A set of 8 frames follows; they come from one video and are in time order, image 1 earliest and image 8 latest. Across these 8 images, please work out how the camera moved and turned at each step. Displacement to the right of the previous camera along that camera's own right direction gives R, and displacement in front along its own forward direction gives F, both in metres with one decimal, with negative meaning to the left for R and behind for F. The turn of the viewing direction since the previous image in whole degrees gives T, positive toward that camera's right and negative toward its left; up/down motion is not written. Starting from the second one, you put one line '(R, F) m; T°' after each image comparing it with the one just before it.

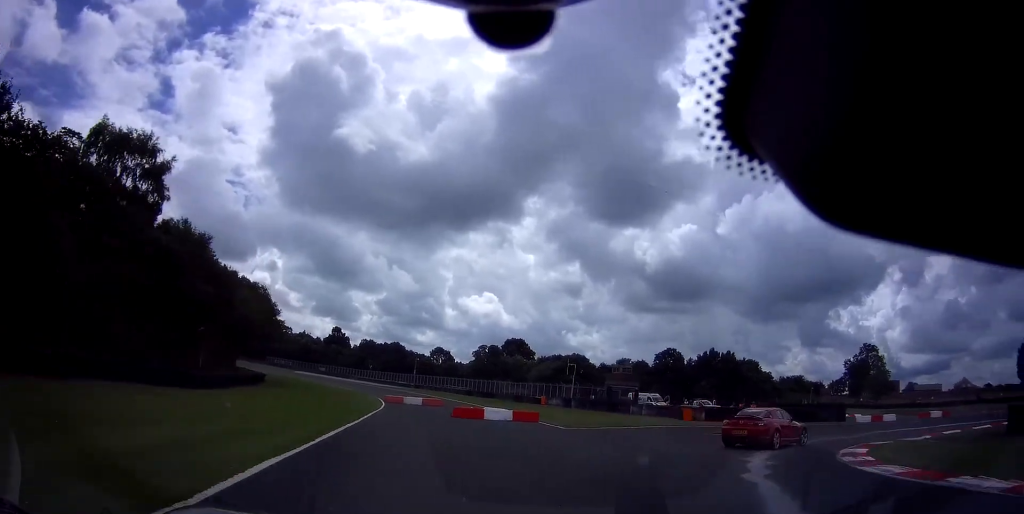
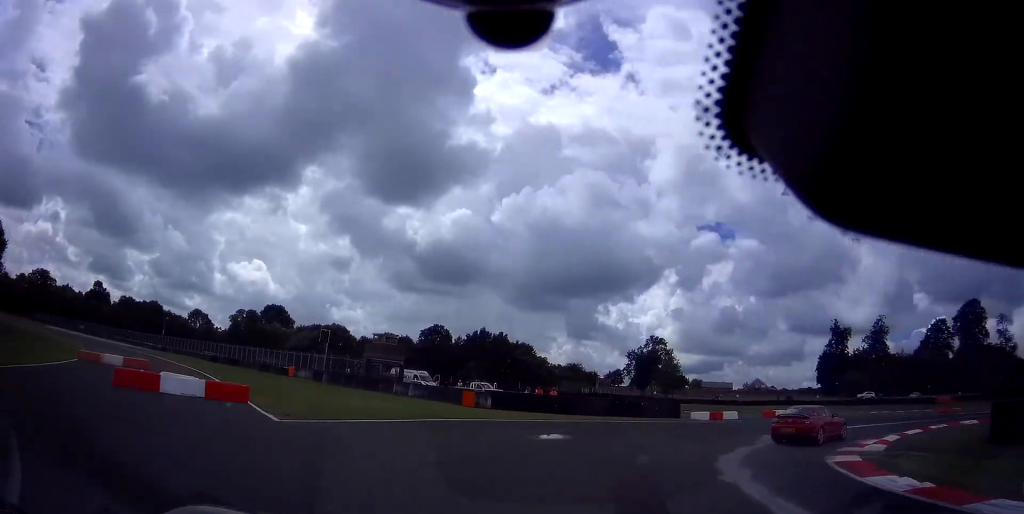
(+1.8, +10.2) m; +25°
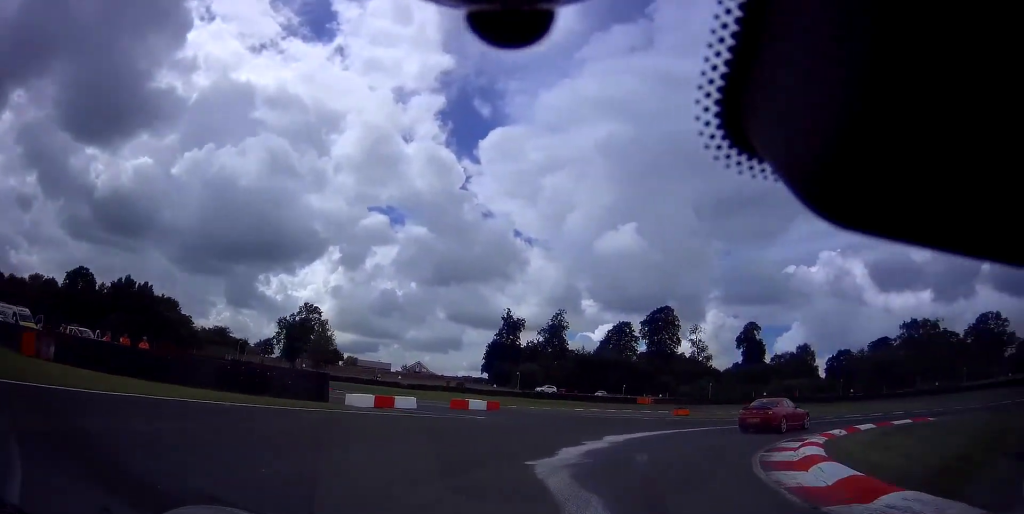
(+3.6, +11.6) m; +38°
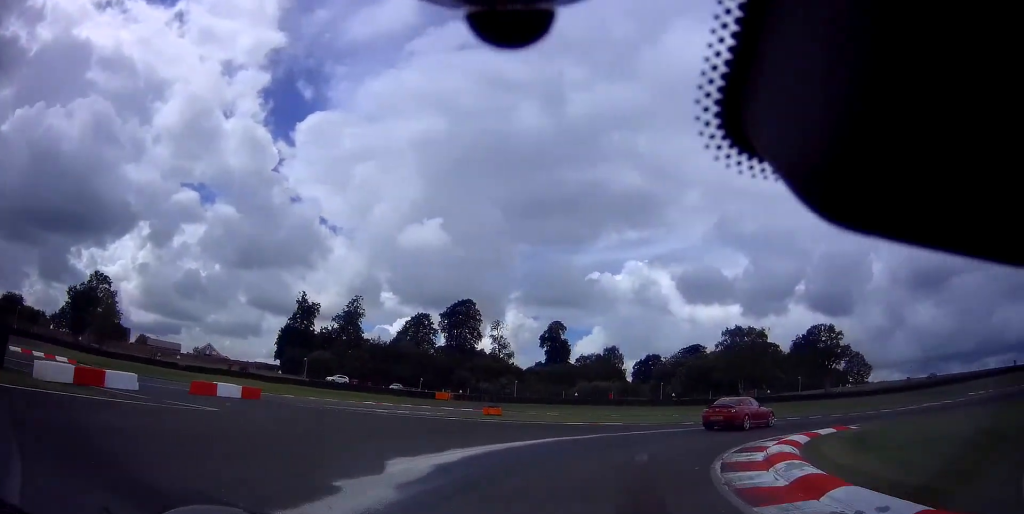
(+2.1, +6.9) m; +20°
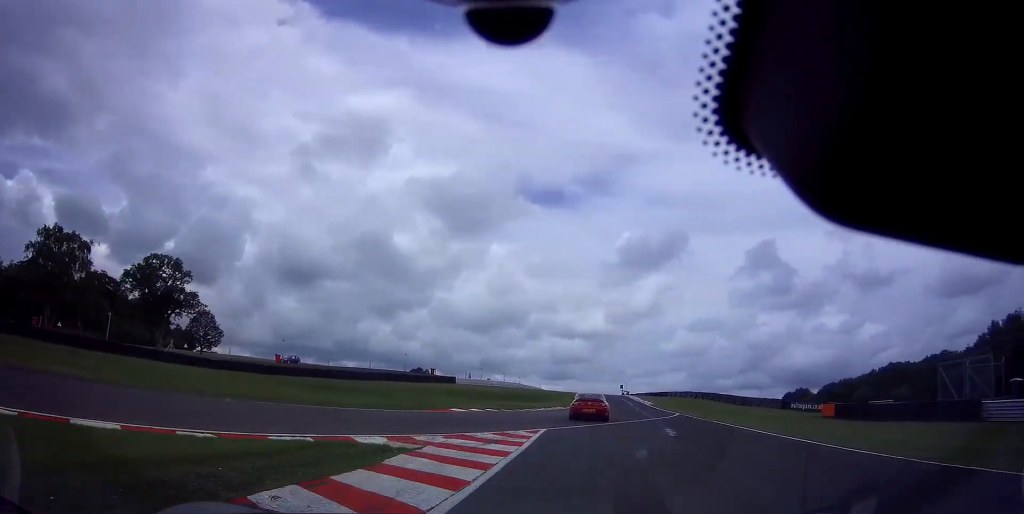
(+20.2, +26.5) m; +63°
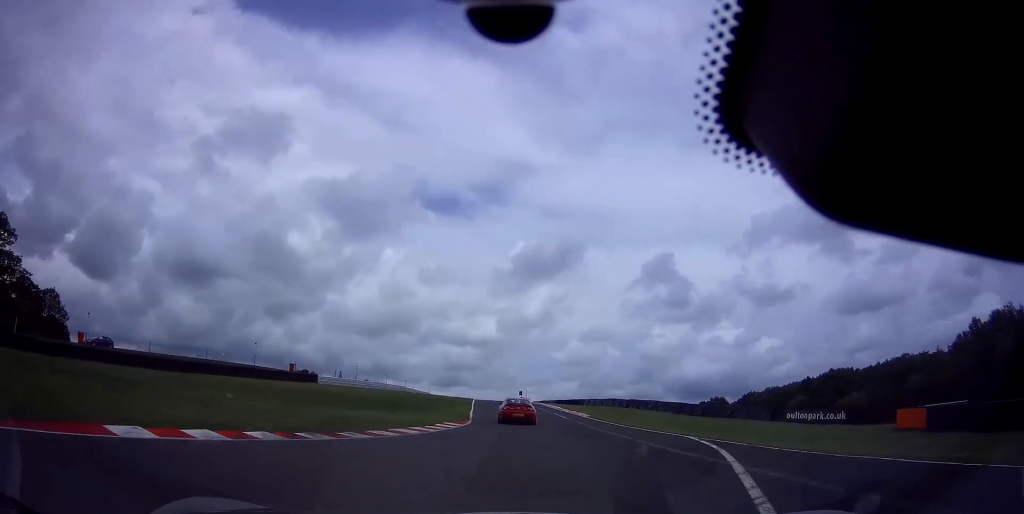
(+2.8, +18.8) m; +11°
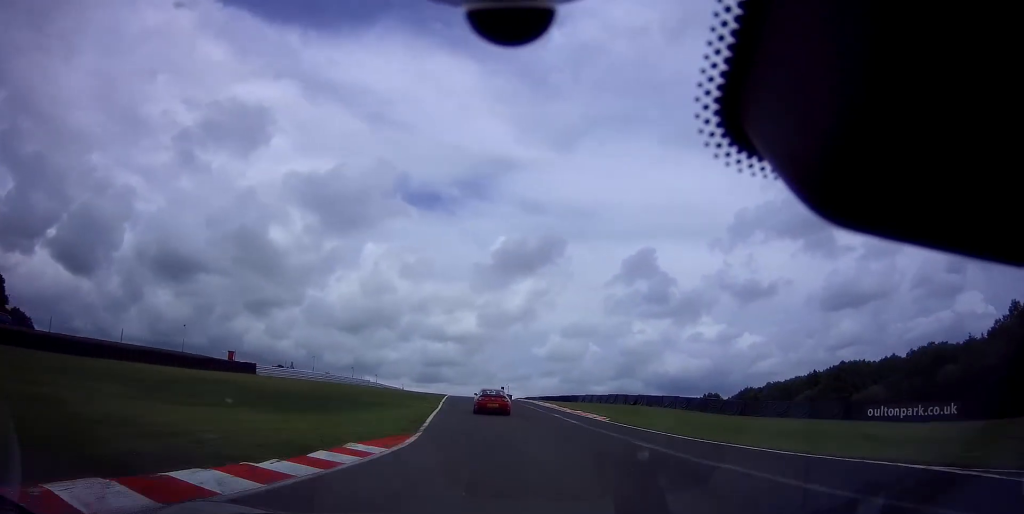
(+0.5, +12.4) m; +2°
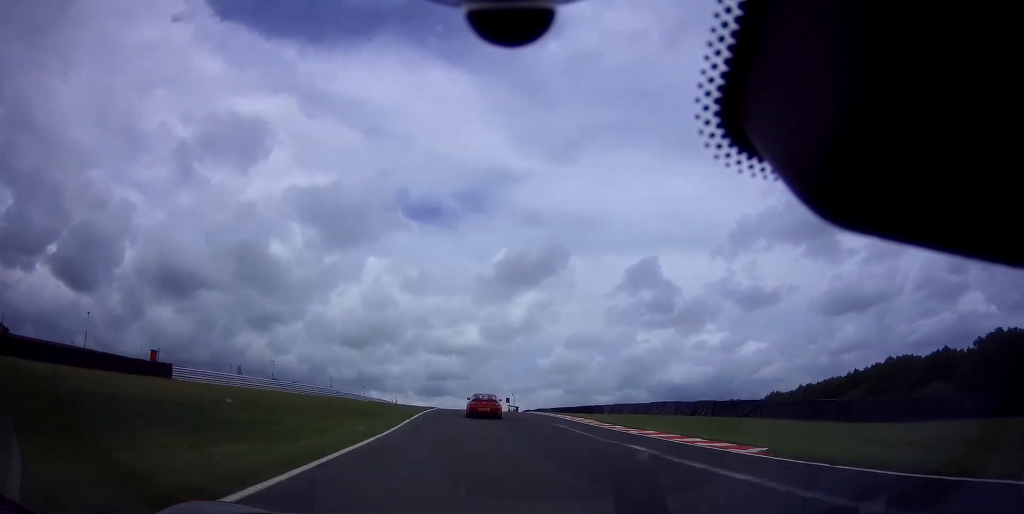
(+0.2, +15.4) m; +1°
